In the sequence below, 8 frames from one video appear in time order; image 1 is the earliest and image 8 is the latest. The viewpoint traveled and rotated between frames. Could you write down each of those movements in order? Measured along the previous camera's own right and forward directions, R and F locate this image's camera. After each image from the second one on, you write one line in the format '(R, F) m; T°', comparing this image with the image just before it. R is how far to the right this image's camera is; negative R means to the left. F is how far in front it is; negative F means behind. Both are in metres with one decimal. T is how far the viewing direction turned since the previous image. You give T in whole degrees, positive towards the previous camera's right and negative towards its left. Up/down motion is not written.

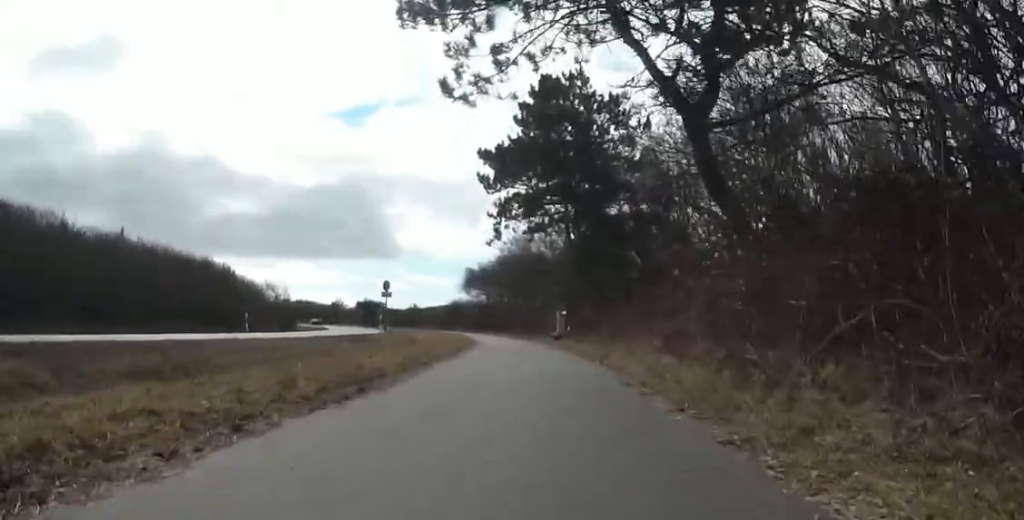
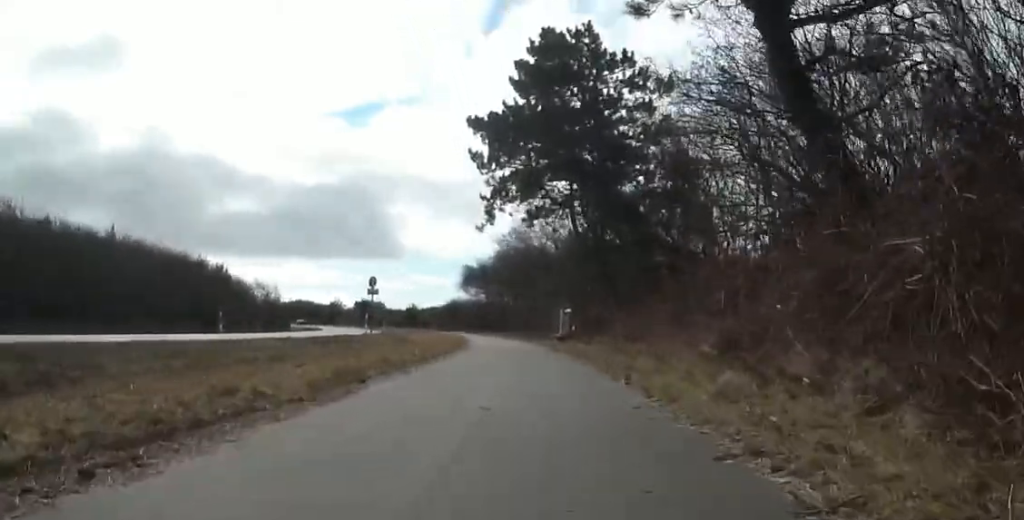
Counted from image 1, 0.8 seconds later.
(-0.4, +3.6) m; -5°
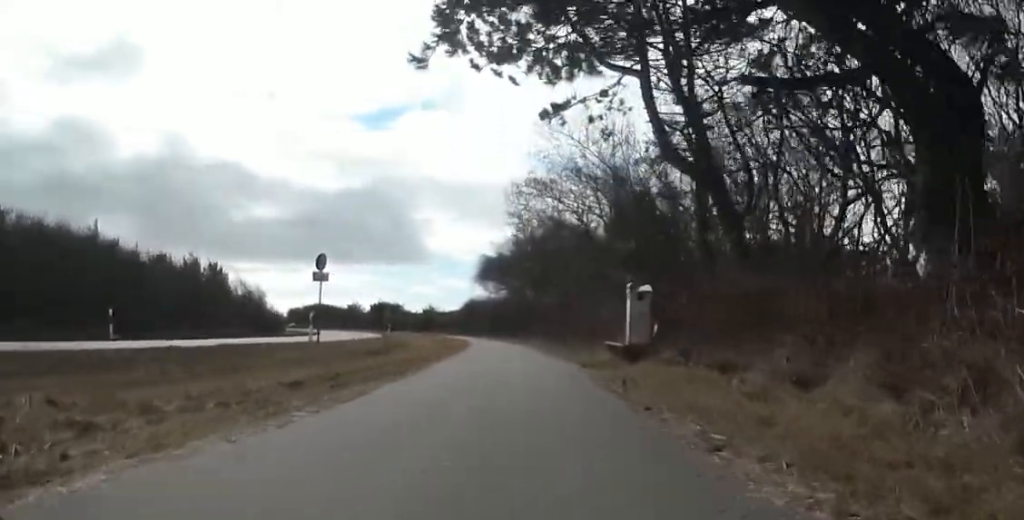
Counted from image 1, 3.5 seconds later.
(-0.9, +15.0) m; +3°
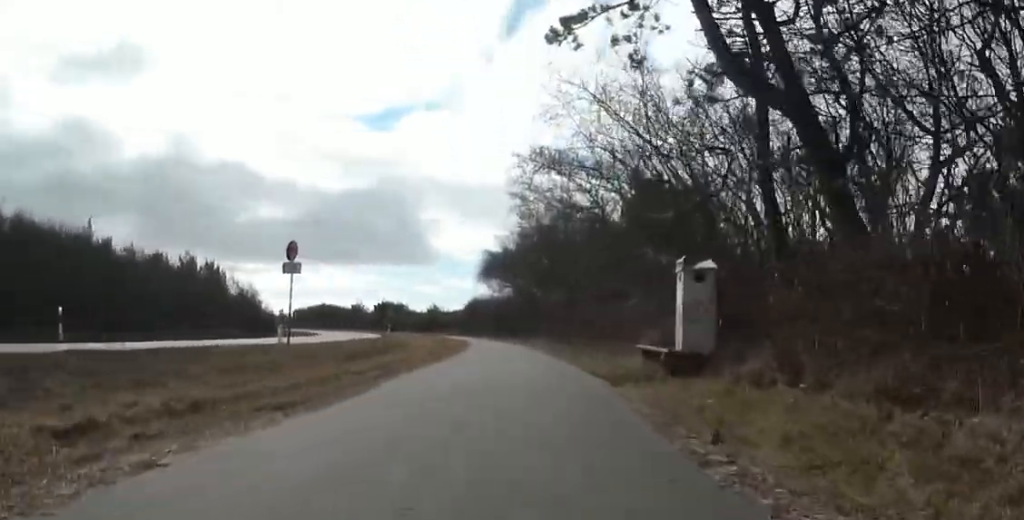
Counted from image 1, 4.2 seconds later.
(-0.1, +3.9) m; +4°
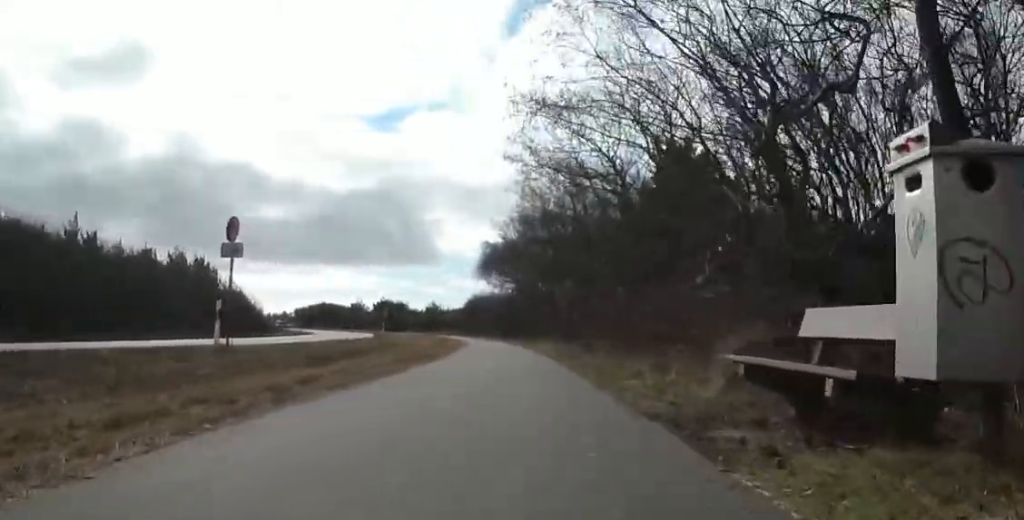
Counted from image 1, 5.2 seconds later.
(+0.9, +4.6) m; -3°
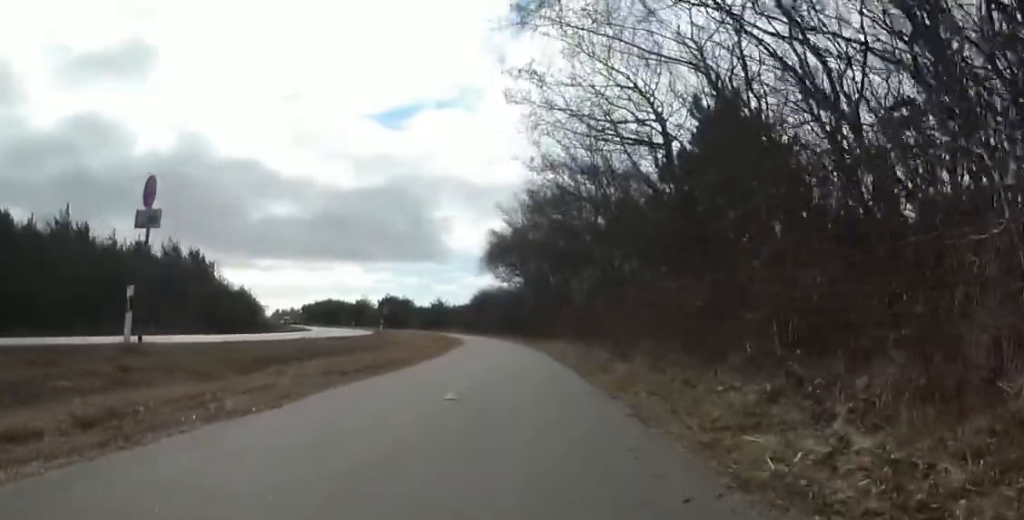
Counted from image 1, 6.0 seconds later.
(-0.9, +4.7) m; -11°
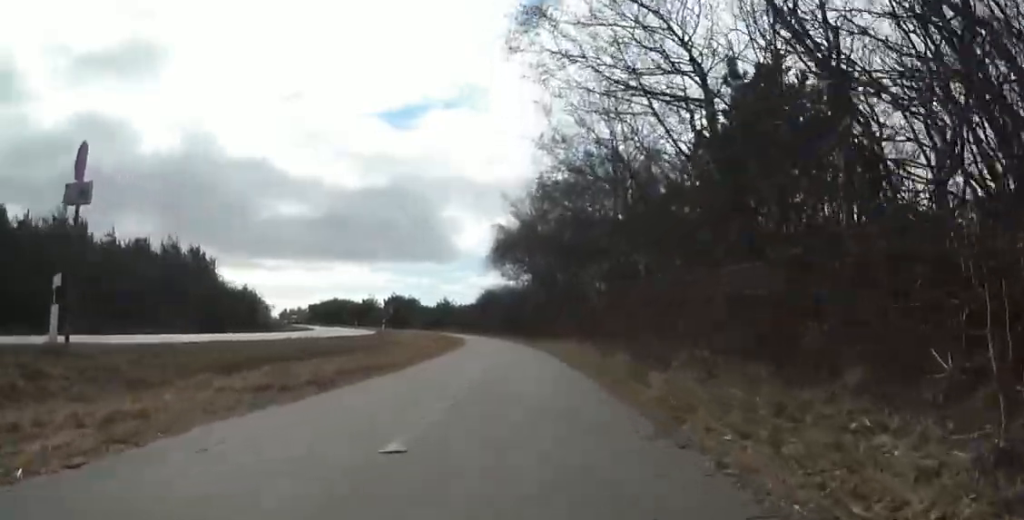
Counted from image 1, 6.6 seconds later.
(-0.2, +2.9) m; -7°
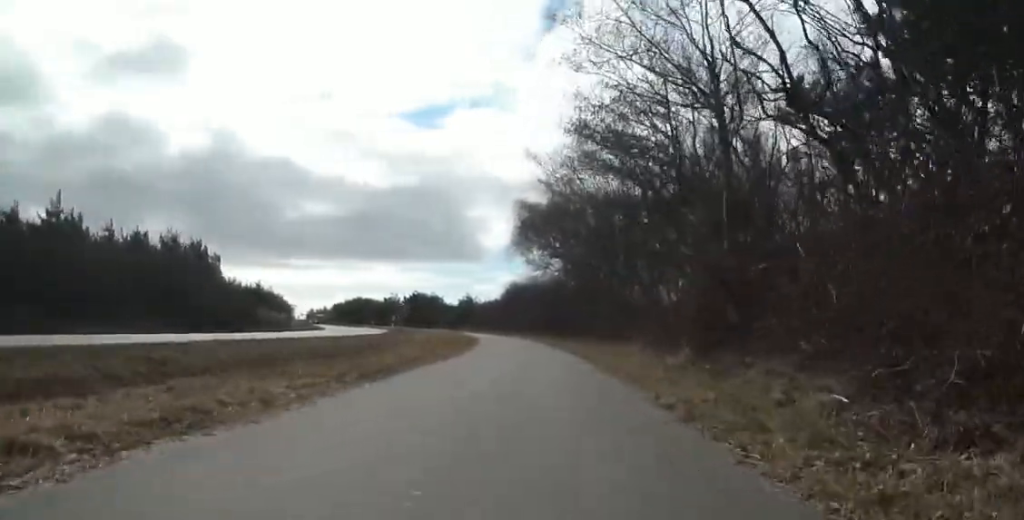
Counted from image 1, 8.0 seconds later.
(-0.3, +7.7) m; +3°
